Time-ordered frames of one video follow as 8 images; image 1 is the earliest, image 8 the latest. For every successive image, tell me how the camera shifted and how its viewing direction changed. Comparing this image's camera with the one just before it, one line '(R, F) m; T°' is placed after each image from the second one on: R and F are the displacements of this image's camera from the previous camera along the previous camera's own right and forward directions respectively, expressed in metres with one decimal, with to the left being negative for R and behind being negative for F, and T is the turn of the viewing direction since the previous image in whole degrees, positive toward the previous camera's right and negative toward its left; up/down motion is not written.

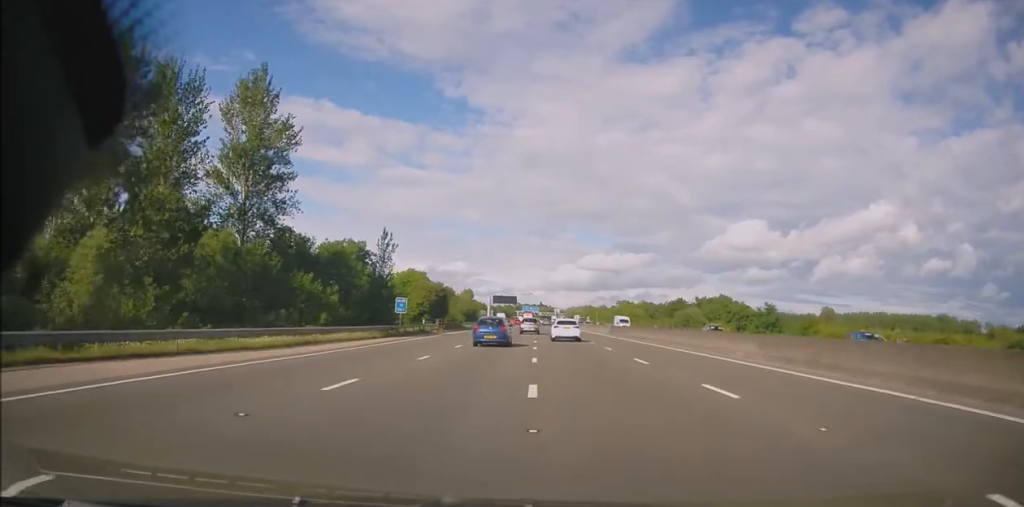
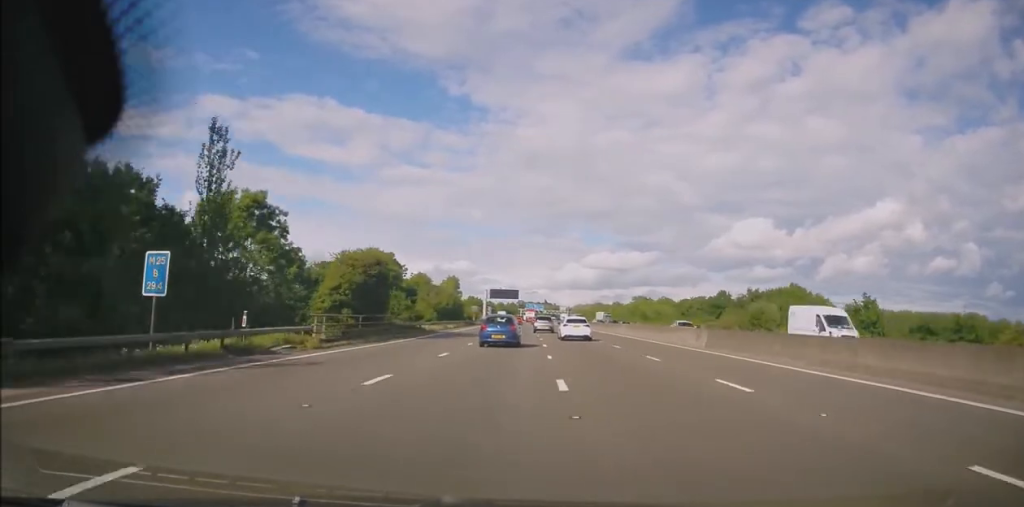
(-0.3, +34.2) m; -1°
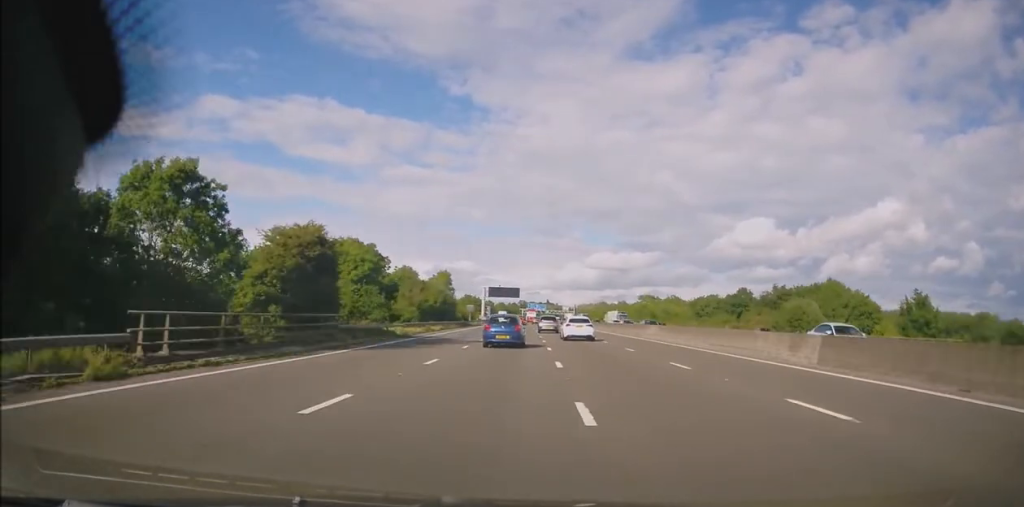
(0.0, +12.2) m; 0°
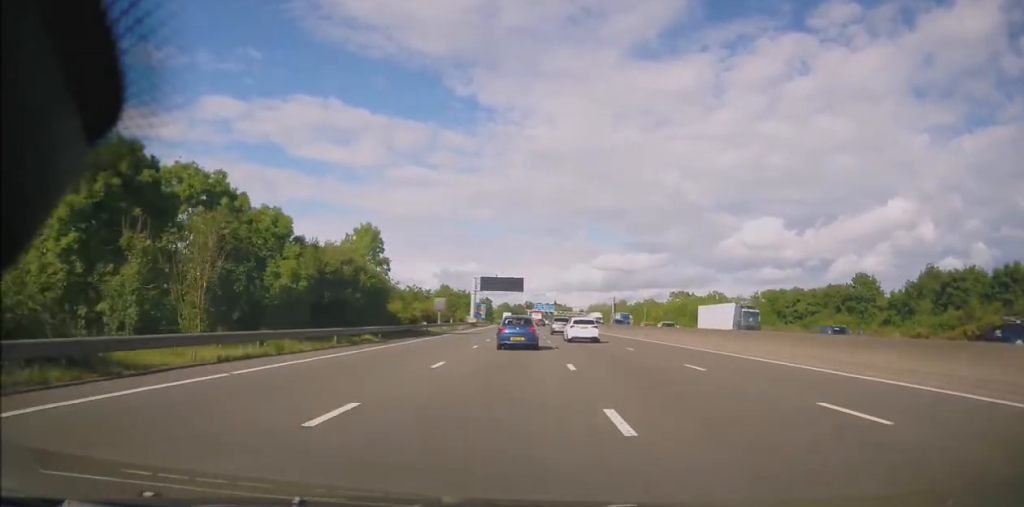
(-0.3, +43.1) m; -1°
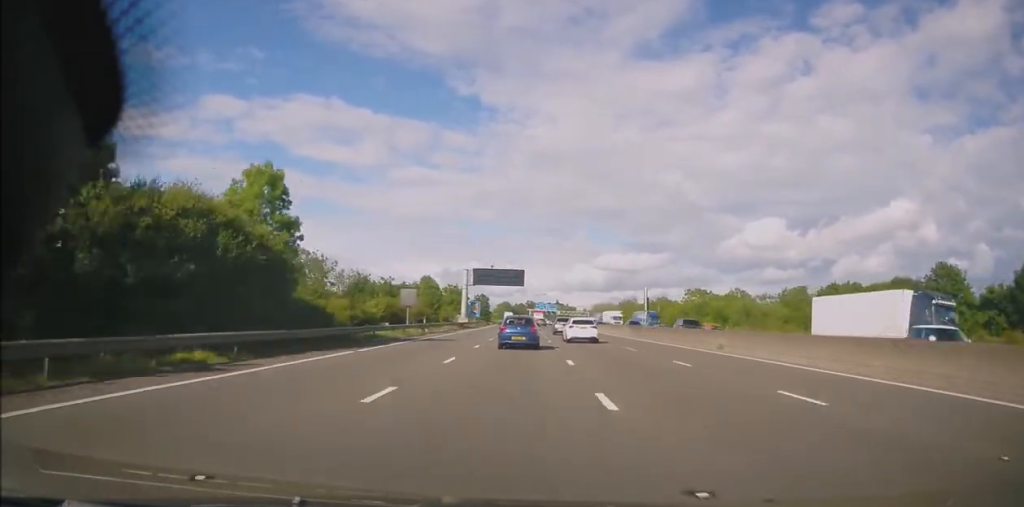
(0.0, +17.8) m; 0°
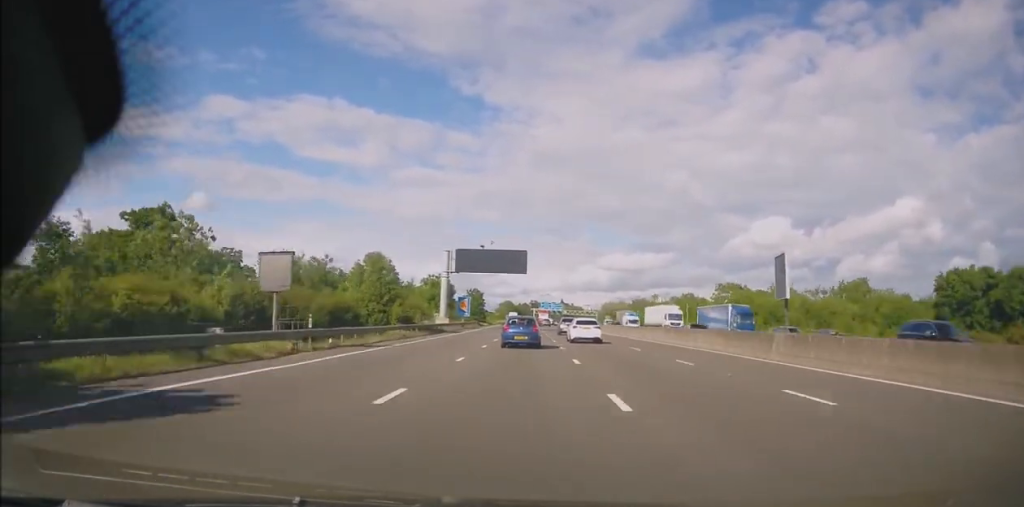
(0.0, +26.3) m; 0°
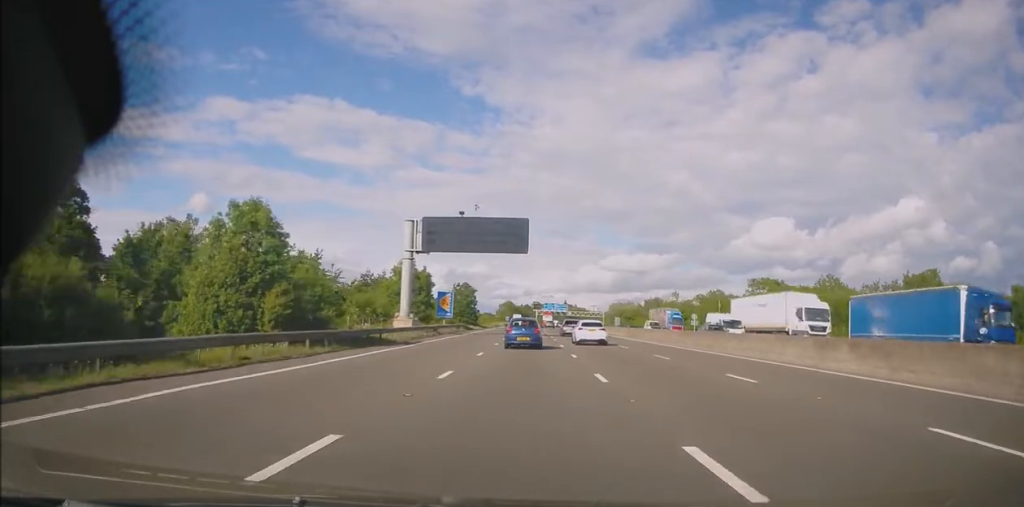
(+0.2, +22.3) m; -1°
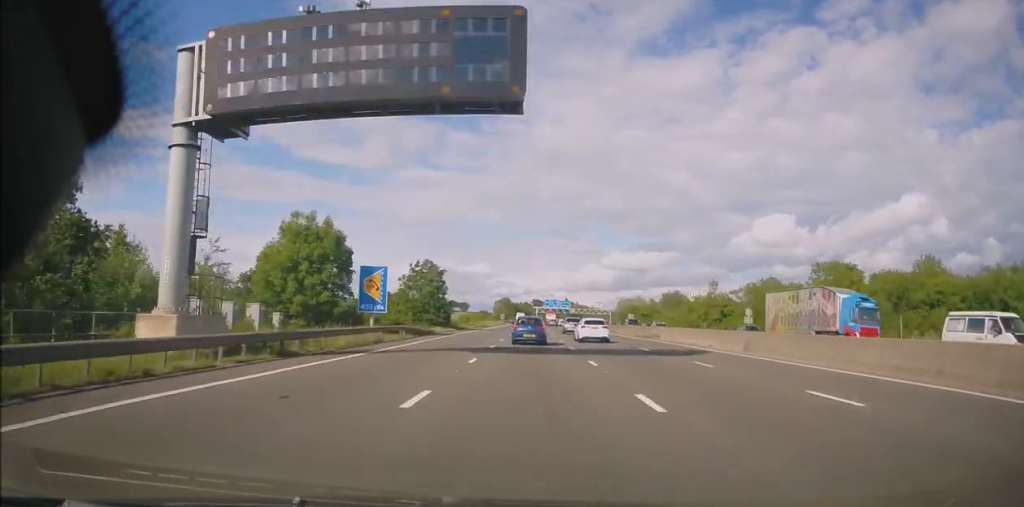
(-0.5, +31.8) m; 0°
